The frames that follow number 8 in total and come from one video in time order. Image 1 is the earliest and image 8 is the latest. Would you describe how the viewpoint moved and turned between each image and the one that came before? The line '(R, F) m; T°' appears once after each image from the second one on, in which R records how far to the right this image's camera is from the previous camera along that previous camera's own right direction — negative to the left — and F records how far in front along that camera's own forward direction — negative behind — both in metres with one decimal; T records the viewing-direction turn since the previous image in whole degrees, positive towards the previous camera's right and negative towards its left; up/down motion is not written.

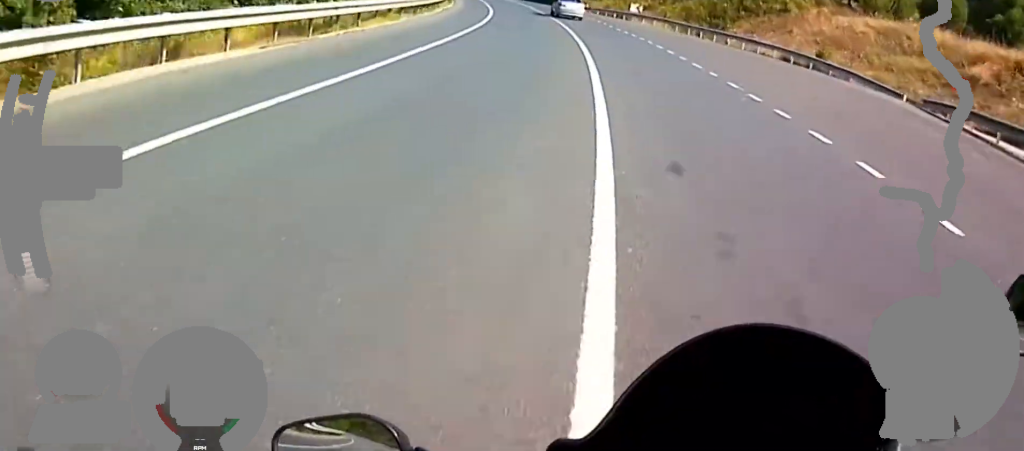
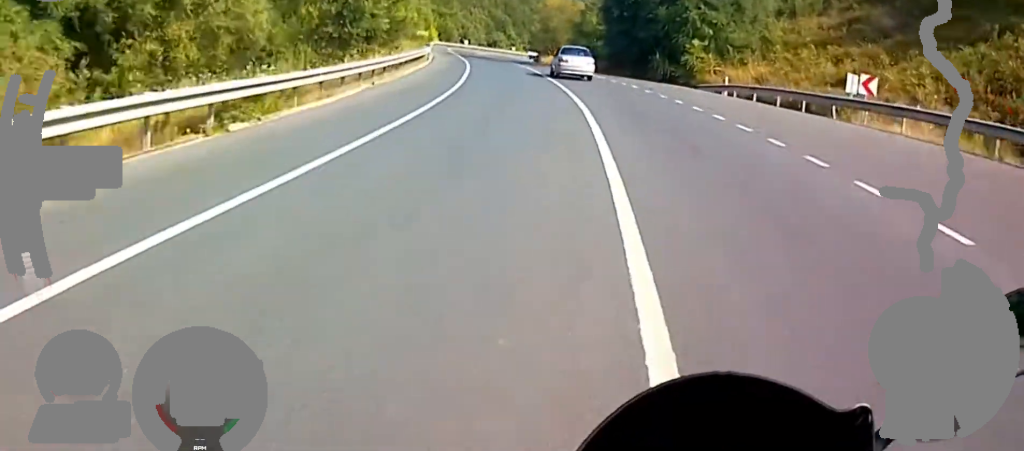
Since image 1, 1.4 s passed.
(-6.0, +36.6) m; -12°
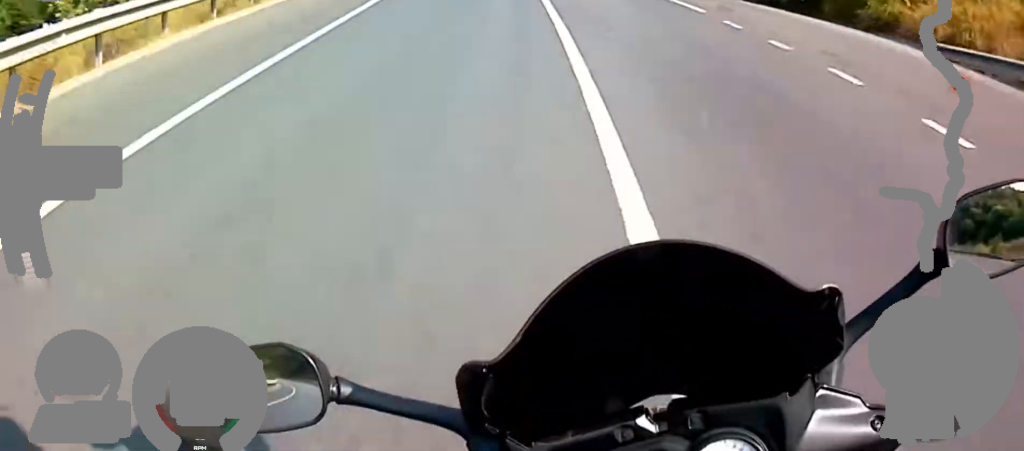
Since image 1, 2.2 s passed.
(-0.5, +19.6) m; -2°
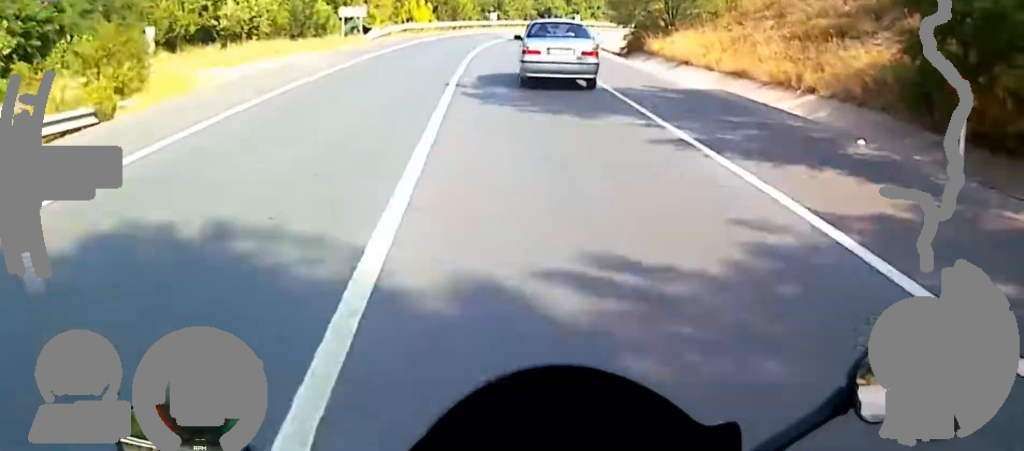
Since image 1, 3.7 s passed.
(+0.1, +33.1) m; +3°
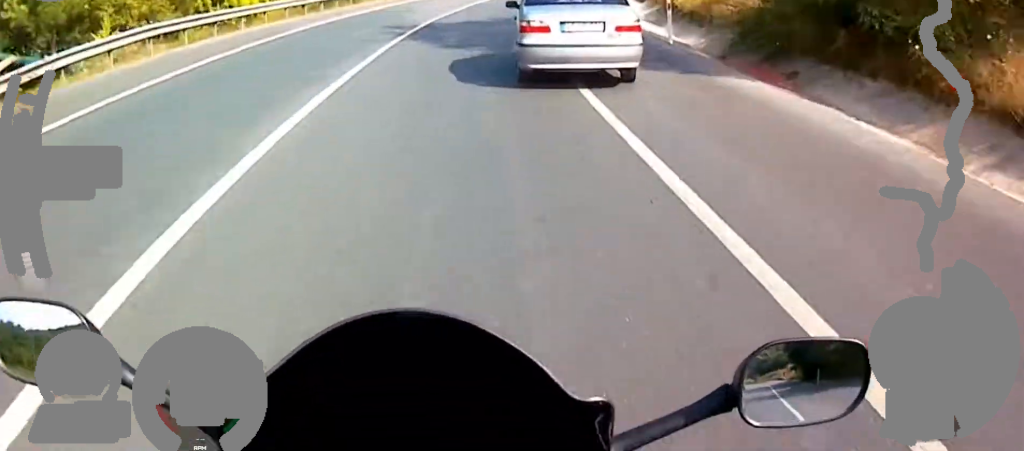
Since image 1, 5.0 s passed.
(+0.7, +30.5) m; +3°
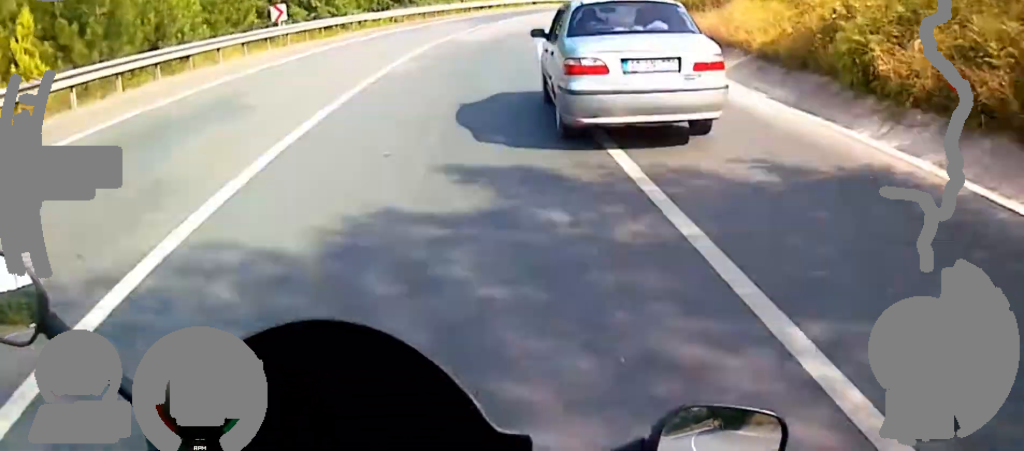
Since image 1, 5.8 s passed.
(-0.4, +18.4) m; +9°
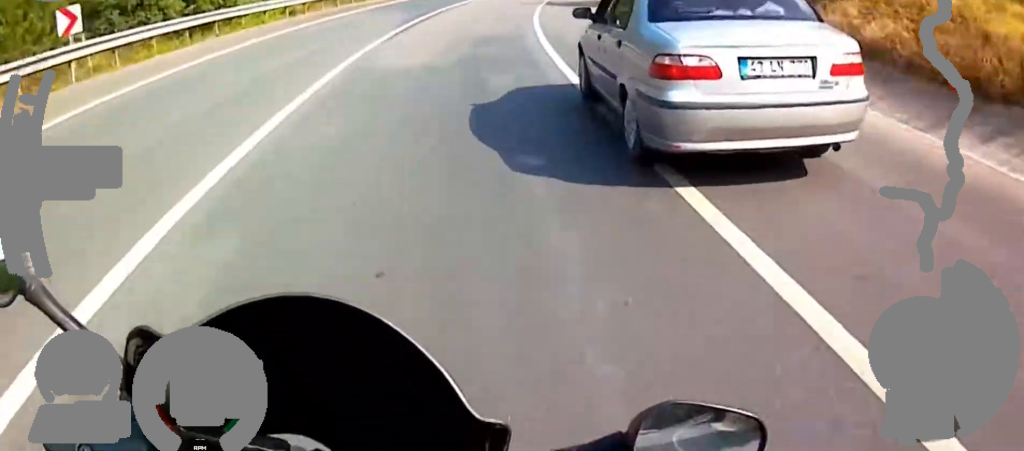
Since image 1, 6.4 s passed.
(+2.3, +14.8) m; +7°
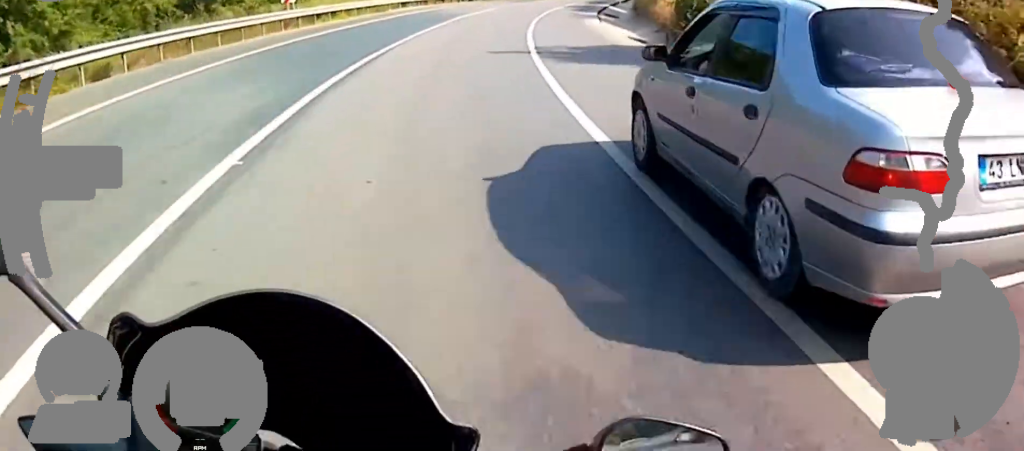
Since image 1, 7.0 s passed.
(+1.2, +15.7) m; +6°
